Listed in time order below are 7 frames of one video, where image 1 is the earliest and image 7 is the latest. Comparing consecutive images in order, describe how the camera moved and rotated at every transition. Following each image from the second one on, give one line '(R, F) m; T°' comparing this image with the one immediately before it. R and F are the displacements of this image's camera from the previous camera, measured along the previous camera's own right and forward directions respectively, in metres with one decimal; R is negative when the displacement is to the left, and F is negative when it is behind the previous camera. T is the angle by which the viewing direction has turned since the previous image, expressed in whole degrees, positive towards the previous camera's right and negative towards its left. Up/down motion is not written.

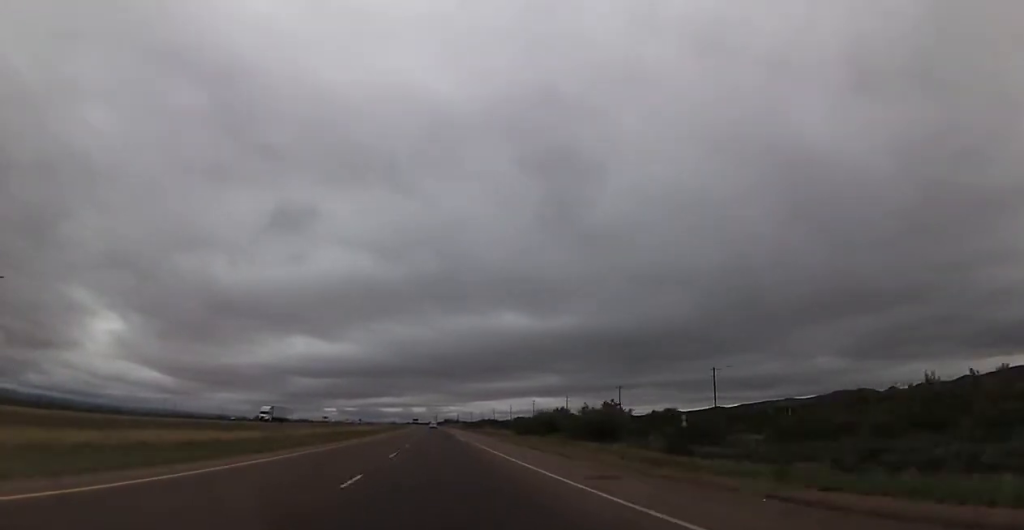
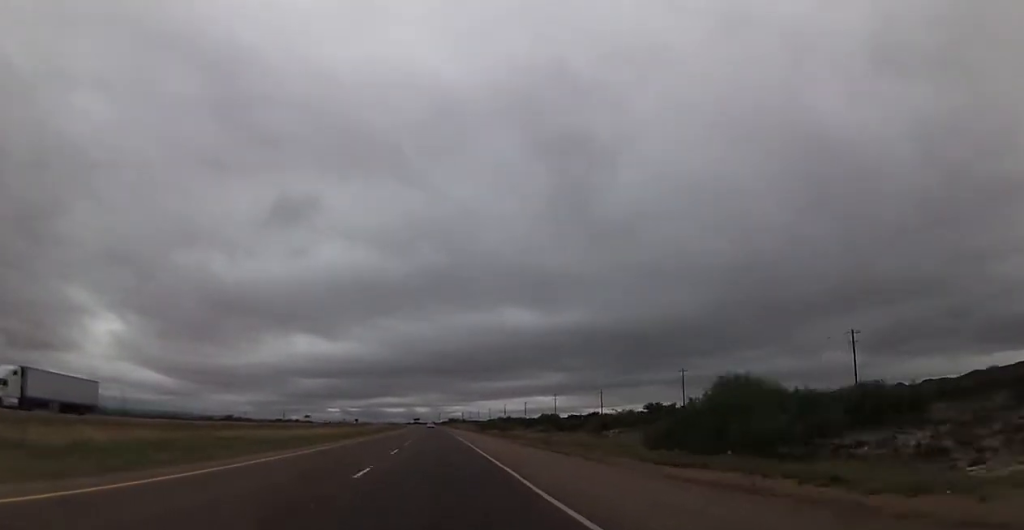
(-0.8, +58.7) m; -1°
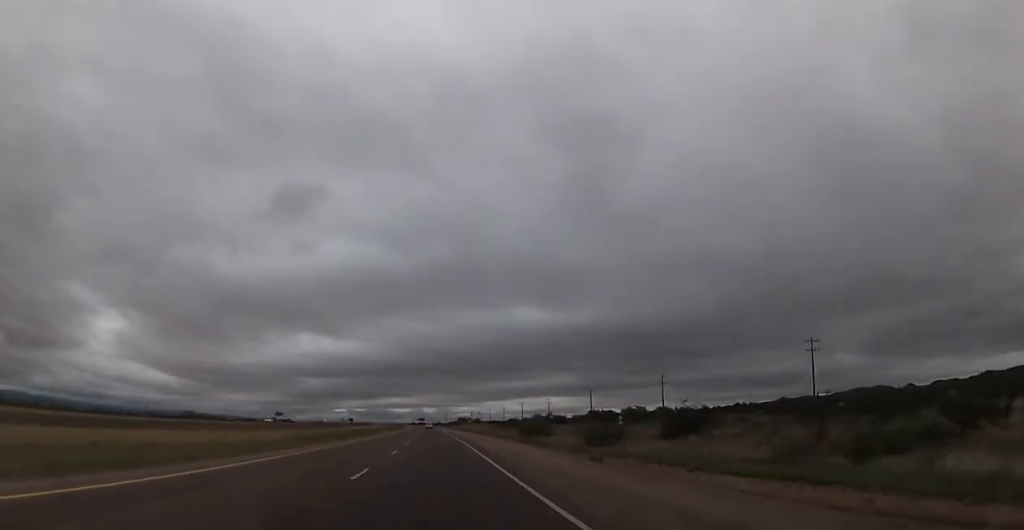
(0.0, +60.9) m; 0°
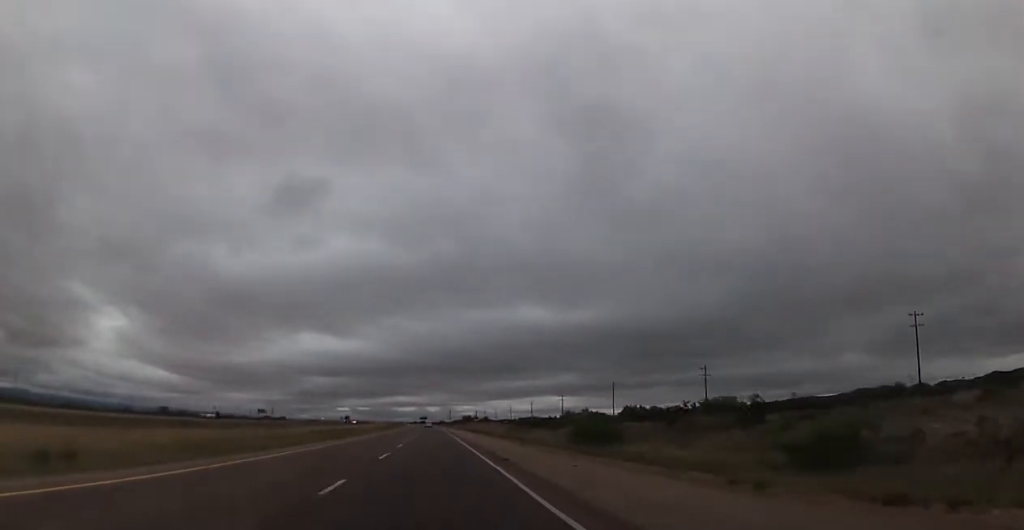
(0.0, +28.0) m; 0°
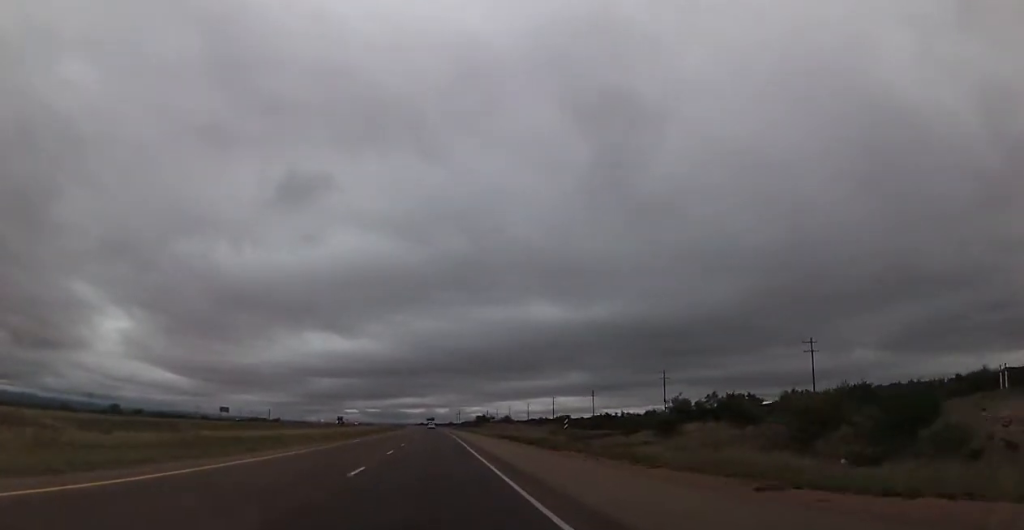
(-0.1, +44.0) m; -1°
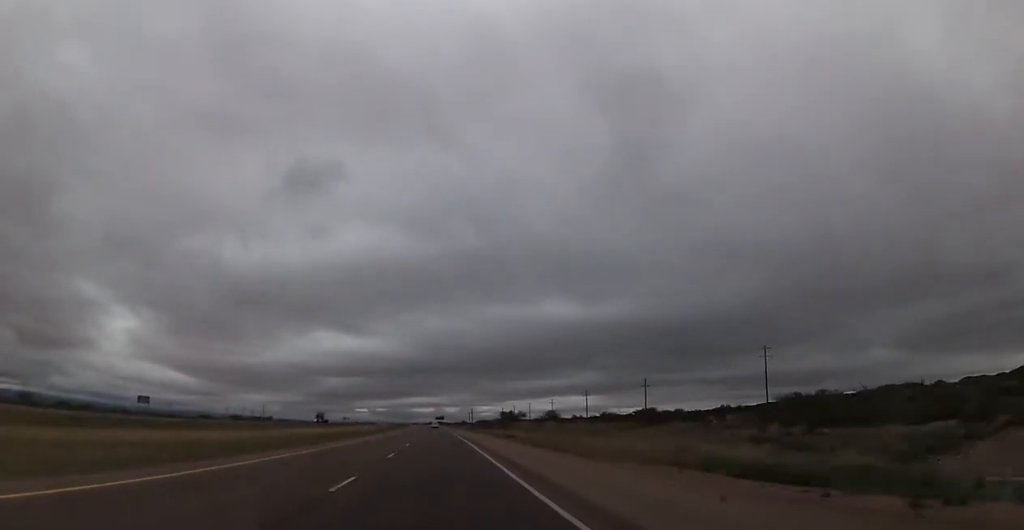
(-0.8, +52.4) m; -1°
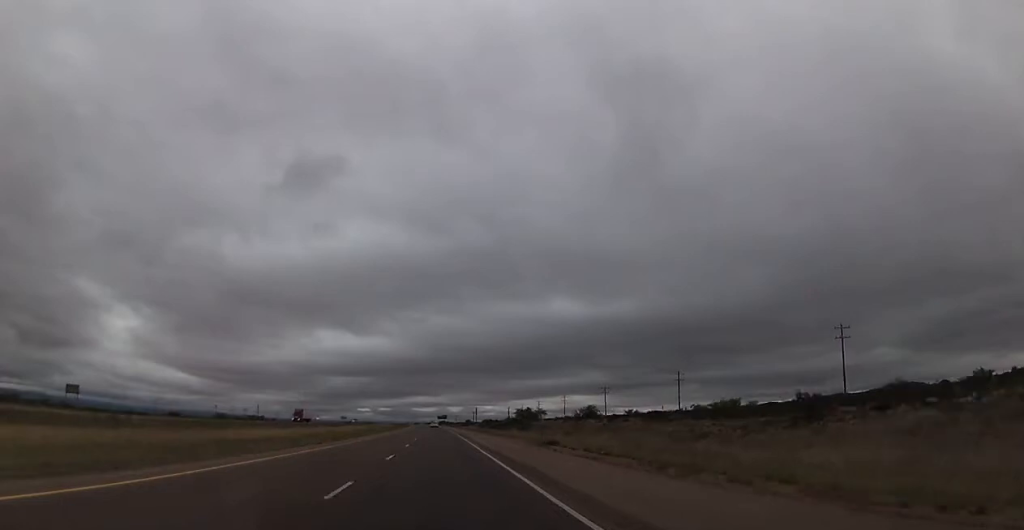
(0.0, +25.6) m; 0°
